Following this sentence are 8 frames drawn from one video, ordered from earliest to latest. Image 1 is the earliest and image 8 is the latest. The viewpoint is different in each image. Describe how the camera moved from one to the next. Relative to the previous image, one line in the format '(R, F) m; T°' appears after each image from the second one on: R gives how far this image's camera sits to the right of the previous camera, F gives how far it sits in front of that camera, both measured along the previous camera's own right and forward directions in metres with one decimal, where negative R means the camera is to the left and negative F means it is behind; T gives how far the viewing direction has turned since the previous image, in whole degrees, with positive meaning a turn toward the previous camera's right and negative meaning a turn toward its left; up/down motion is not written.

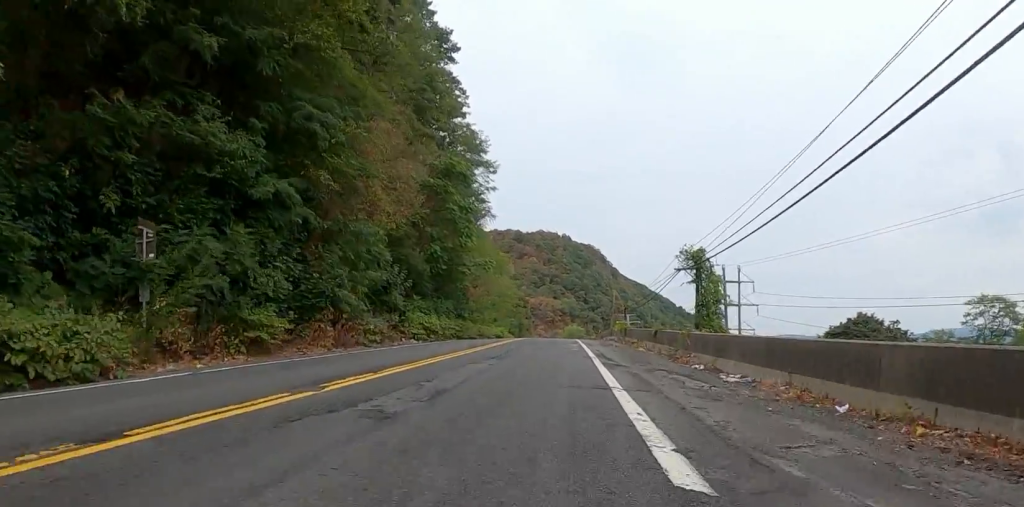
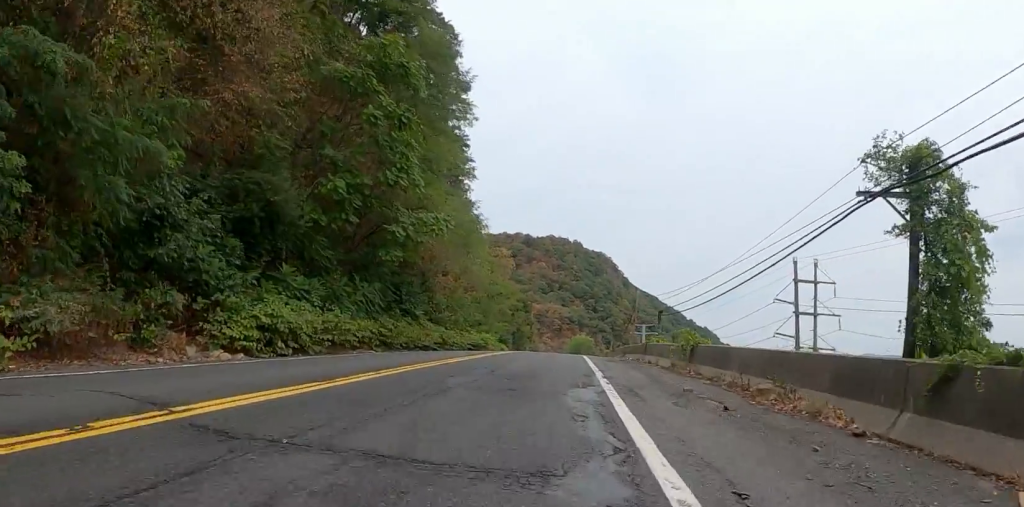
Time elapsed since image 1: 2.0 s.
(+1.1, +18.5) m; +3°
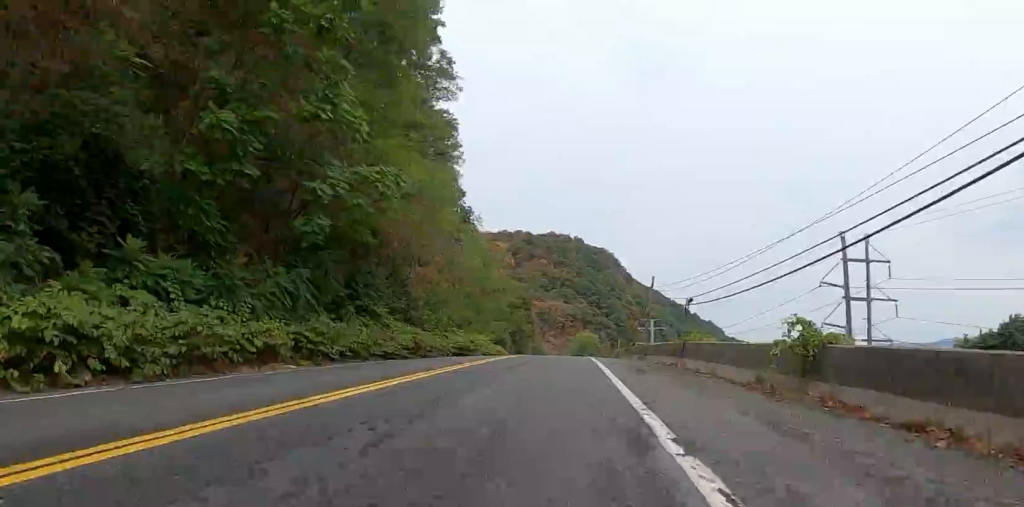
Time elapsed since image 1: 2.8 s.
(-0.4, +8.0) m; -2°
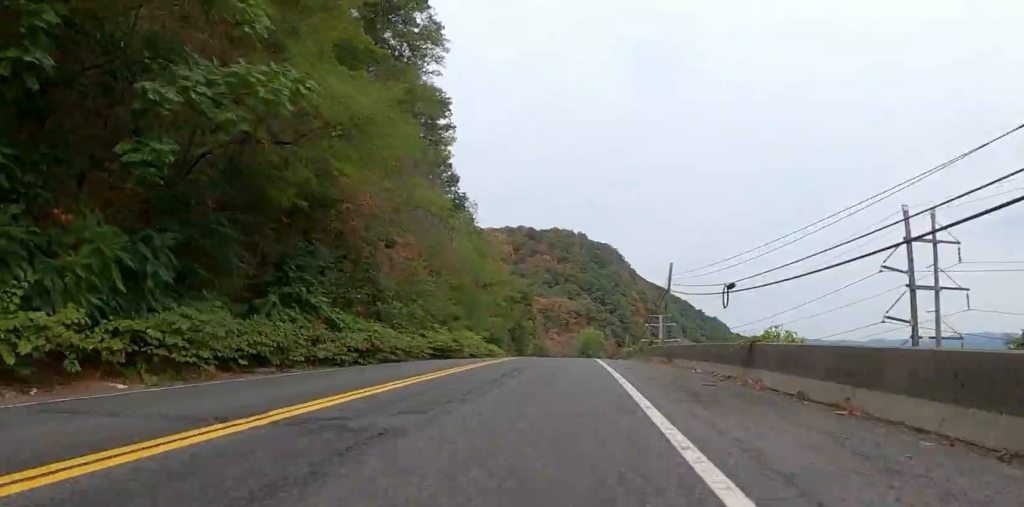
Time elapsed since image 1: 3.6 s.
(0.0, +7.4) m; +1°
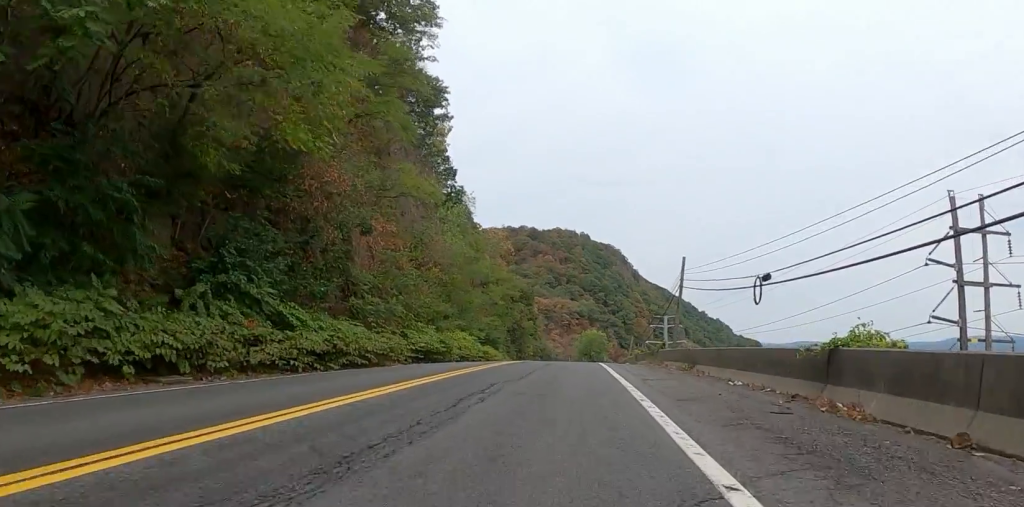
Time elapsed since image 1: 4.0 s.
(0.0, +4.1) m; 0°
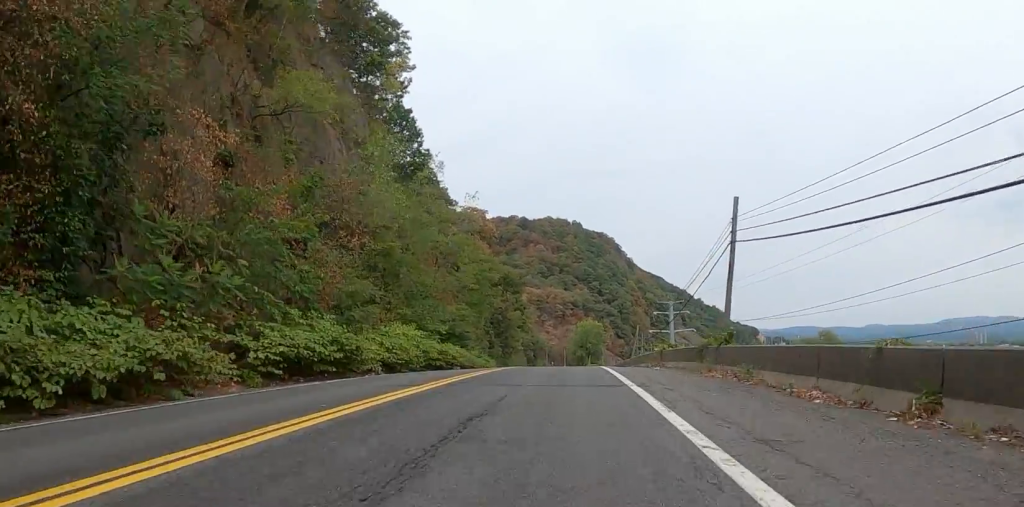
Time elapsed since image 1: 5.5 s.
(+0.1, +14.1) m; 0°
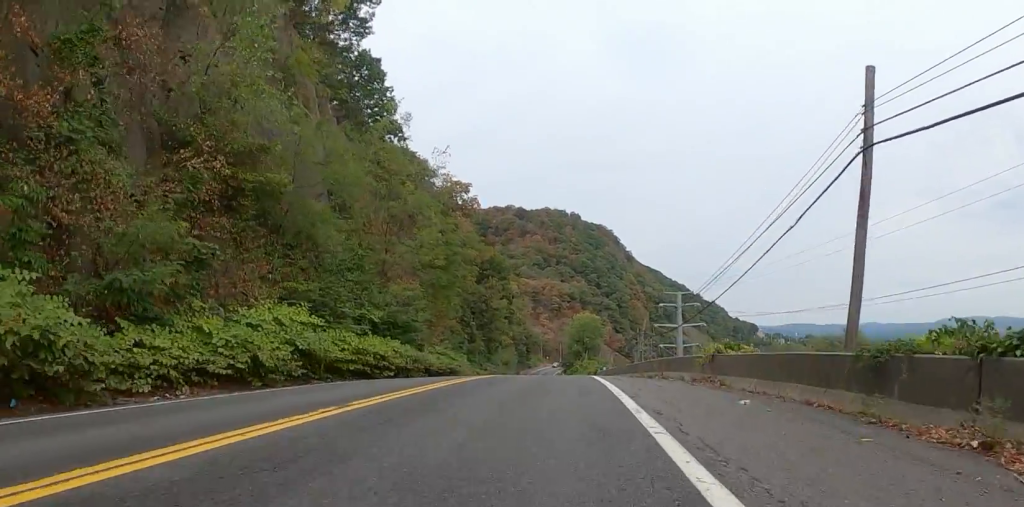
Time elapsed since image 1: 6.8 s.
(-0.3, +12.1) m; -3°
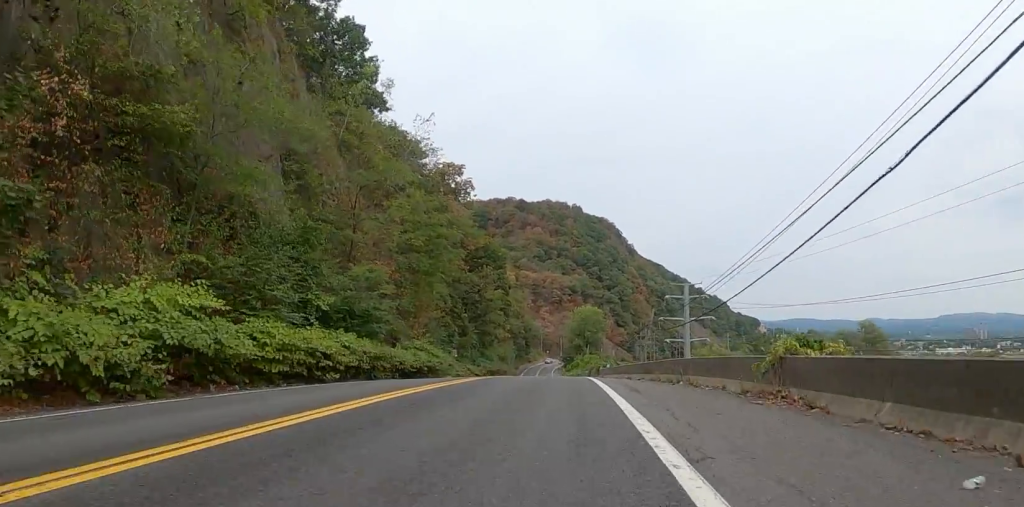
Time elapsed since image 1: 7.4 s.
(-0.3, +5.5) m; 0°
